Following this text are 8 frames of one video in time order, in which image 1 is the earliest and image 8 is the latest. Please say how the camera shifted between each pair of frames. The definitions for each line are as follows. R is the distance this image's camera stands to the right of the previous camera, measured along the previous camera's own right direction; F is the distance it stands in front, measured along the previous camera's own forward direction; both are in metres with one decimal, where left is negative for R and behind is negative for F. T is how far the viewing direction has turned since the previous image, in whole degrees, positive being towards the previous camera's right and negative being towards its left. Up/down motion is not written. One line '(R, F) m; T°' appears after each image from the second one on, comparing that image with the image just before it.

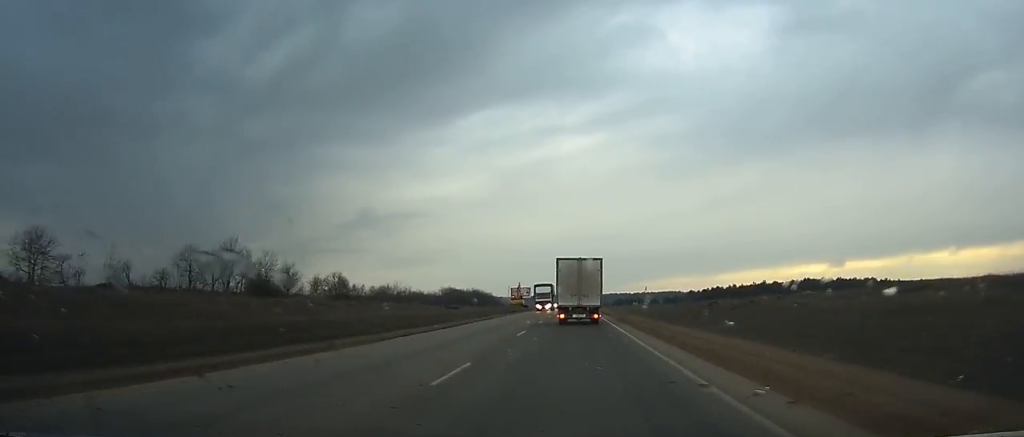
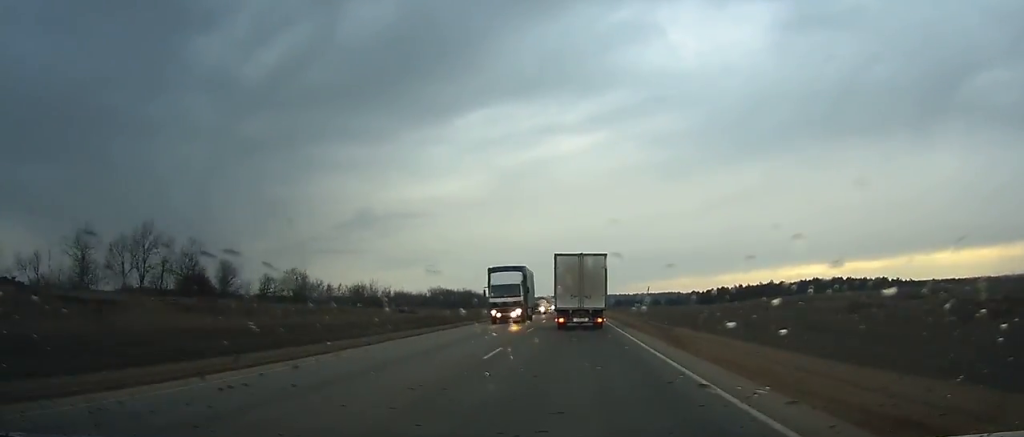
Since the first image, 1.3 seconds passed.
(+0.1, +16.8) m; 0°
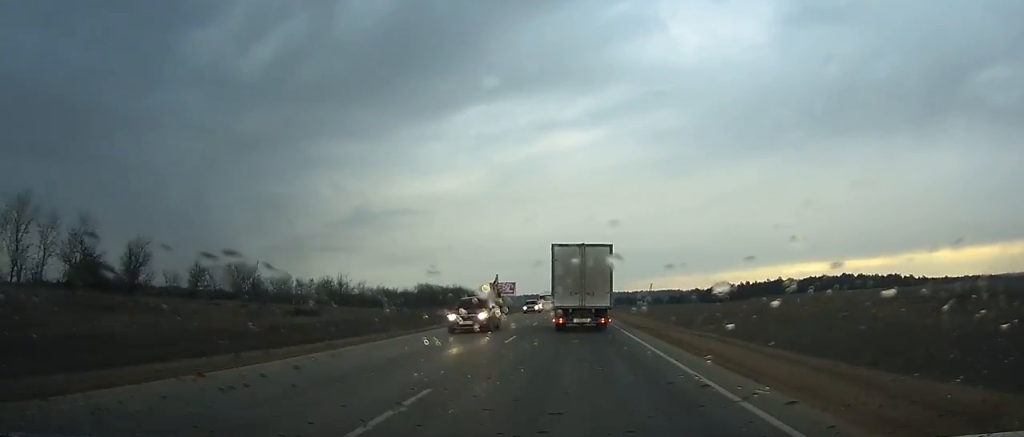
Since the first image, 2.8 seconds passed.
(0.0, +18.3) m; 0°
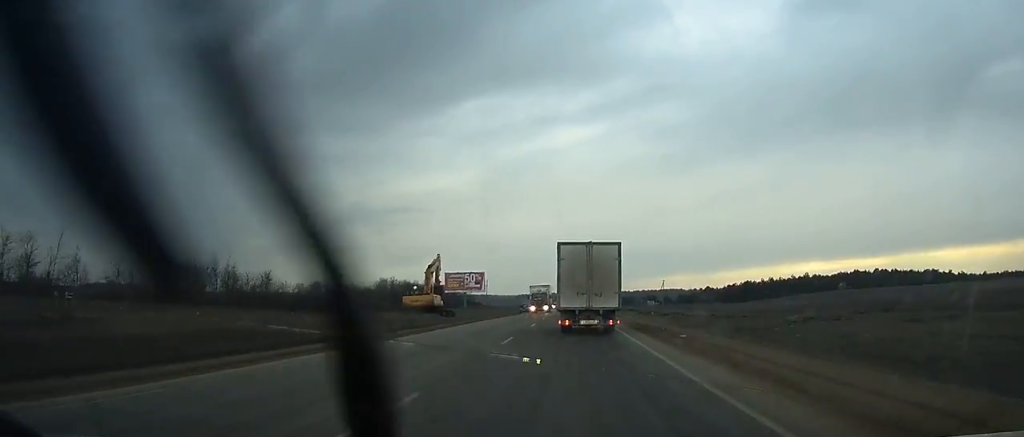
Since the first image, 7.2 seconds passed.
(+0.1, +50.4) m; 0°
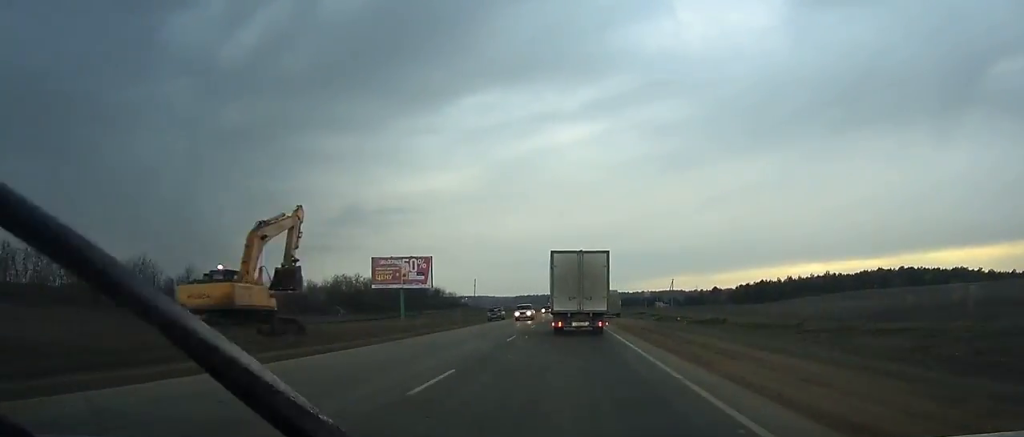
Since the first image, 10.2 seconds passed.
(0.0, +32.5) m; -1°
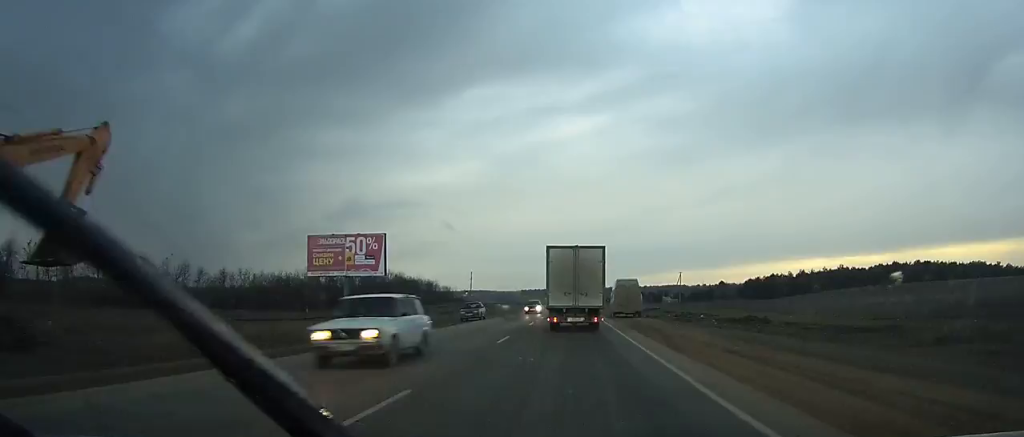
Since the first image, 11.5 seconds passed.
(-0.1, +13.8) m; 0°
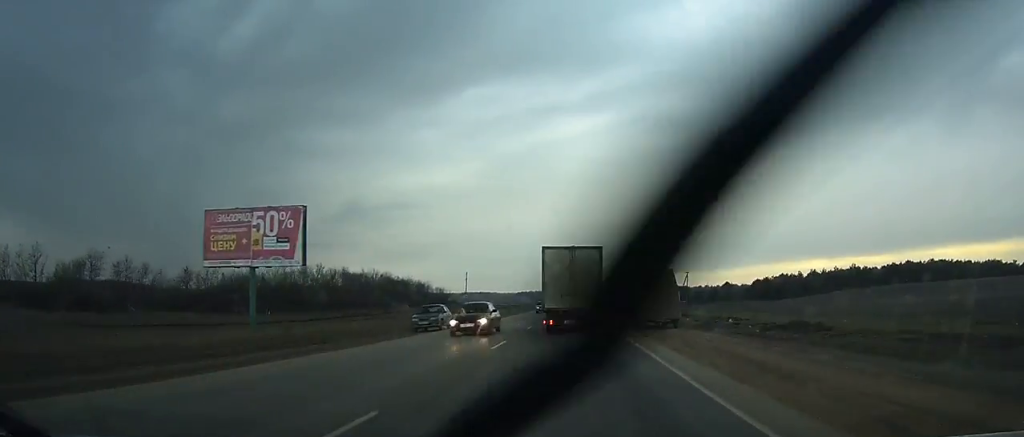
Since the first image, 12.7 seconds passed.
(-0.1, +12.6) m; 0°
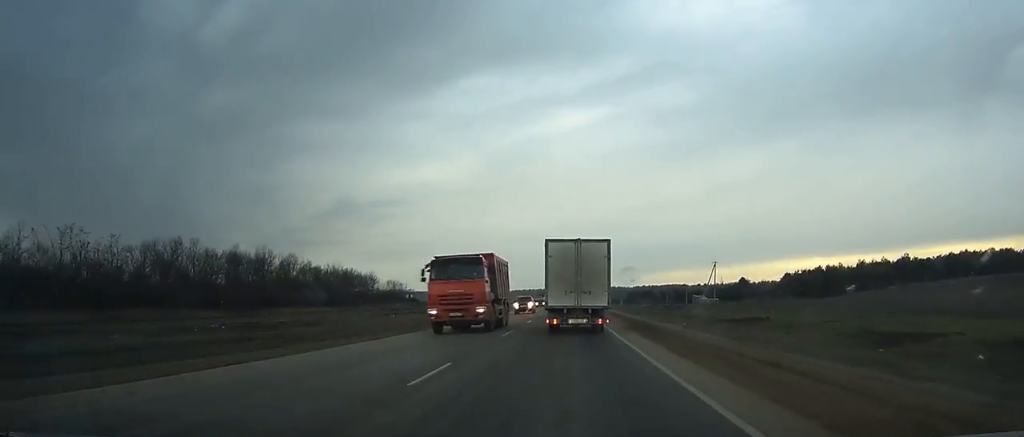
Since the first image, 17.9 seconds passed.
(0.0, +53.6) m; 0°
